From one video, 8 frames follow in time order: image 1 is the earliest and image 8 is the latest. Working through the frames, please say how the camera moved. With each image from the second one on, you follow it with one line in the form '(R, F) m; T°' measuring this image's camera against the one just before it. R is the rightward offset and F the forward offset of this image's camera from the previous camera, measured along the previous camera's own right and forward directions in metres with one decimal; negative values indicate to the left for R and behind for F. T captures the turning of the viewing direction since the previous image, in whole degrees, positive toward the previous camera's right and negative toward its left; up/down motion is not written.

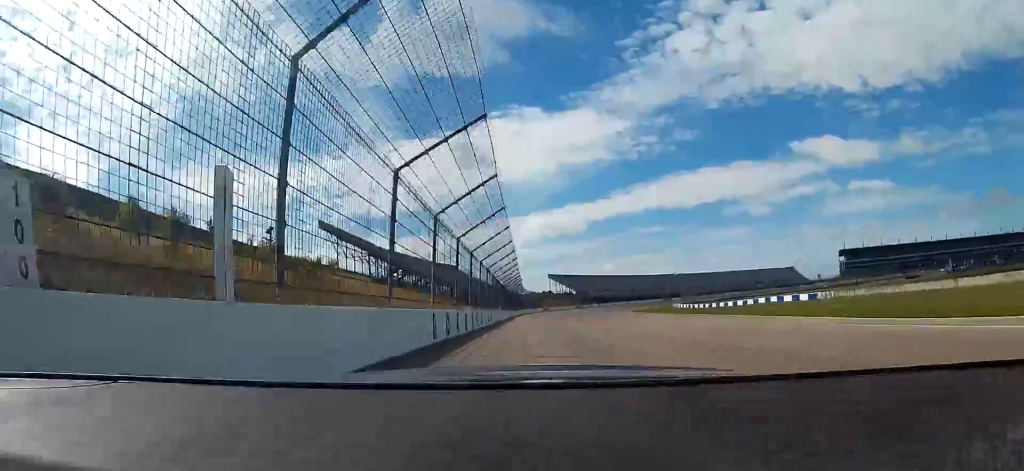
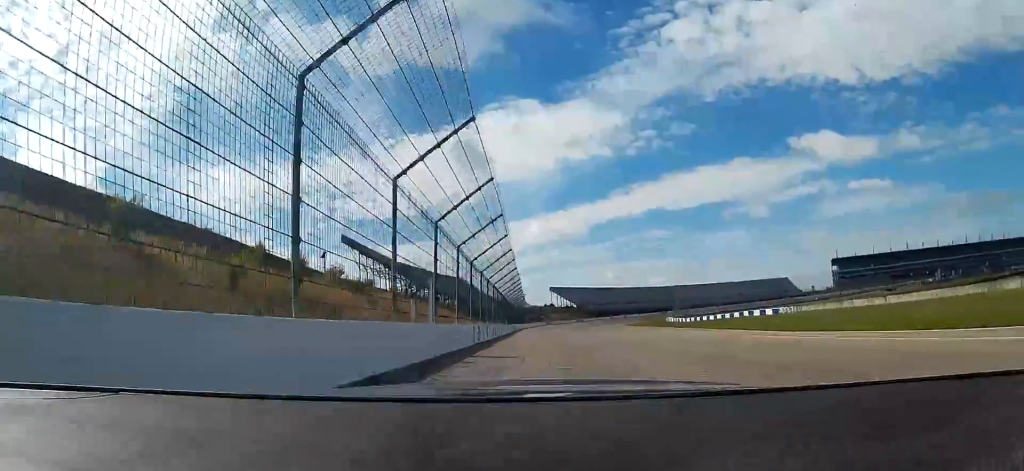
(-0.1, +14.9) m; -1°
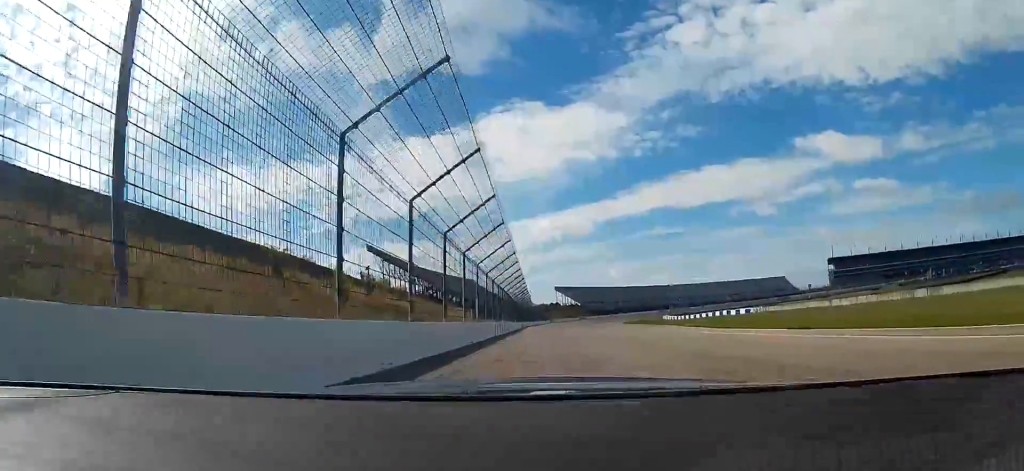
(0.0, +17.4) m; -1°
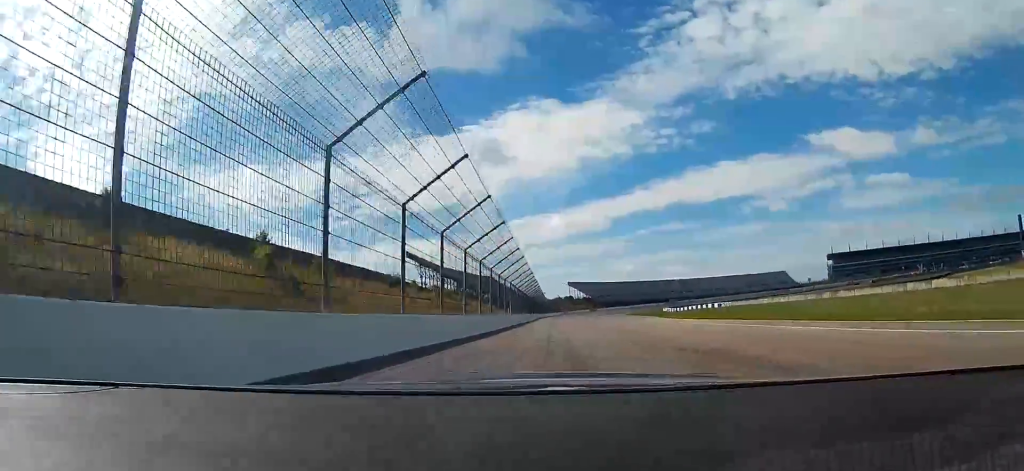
(-0.5, +29.4) m; -2°
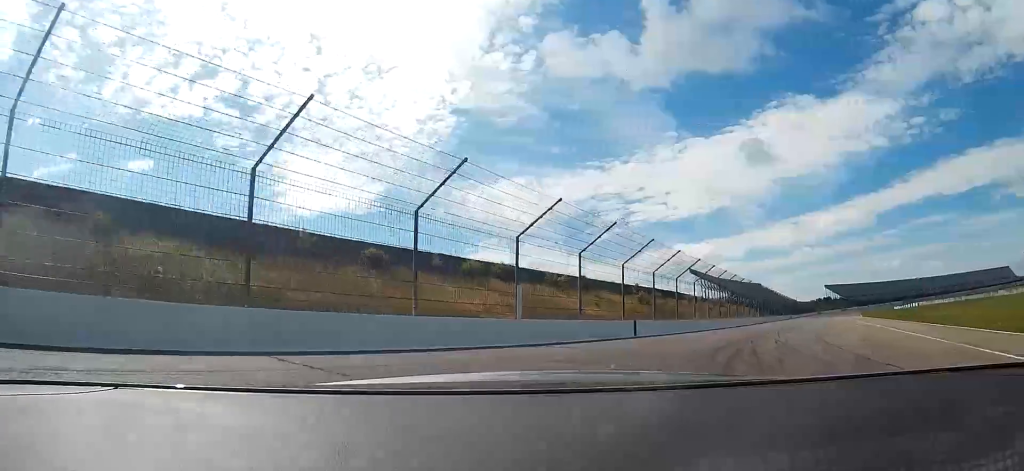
(-8.1, +47.1) m; -30°
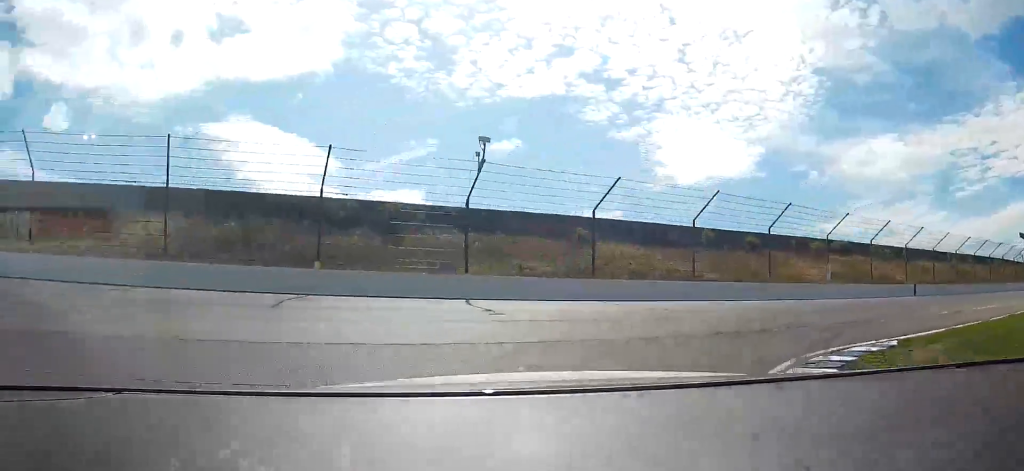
(-6.1, +21.3) m; -36°
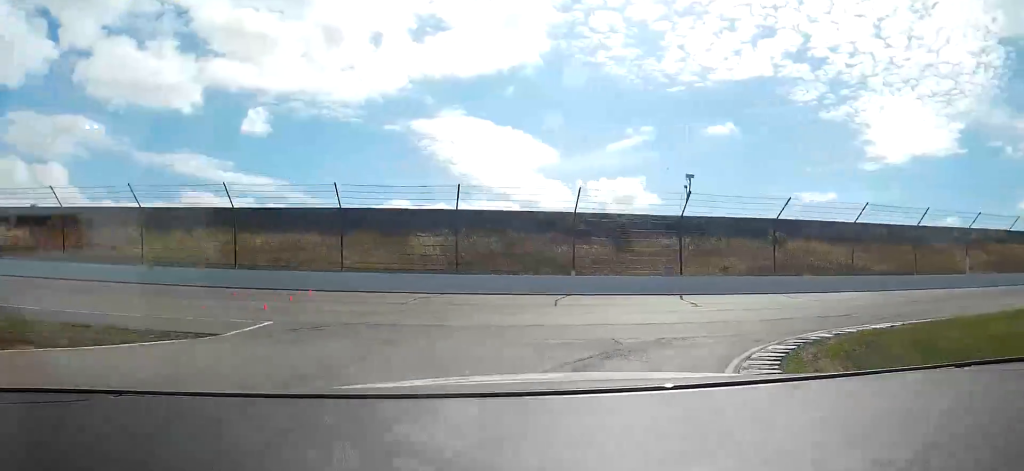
(-1.9, +10.7) m; -22°
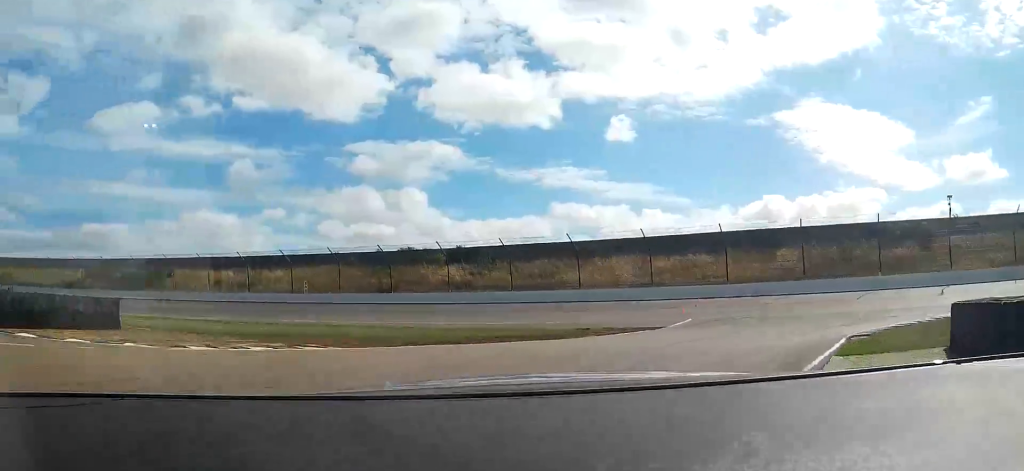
(-5.9, +16.7) m; -35°
